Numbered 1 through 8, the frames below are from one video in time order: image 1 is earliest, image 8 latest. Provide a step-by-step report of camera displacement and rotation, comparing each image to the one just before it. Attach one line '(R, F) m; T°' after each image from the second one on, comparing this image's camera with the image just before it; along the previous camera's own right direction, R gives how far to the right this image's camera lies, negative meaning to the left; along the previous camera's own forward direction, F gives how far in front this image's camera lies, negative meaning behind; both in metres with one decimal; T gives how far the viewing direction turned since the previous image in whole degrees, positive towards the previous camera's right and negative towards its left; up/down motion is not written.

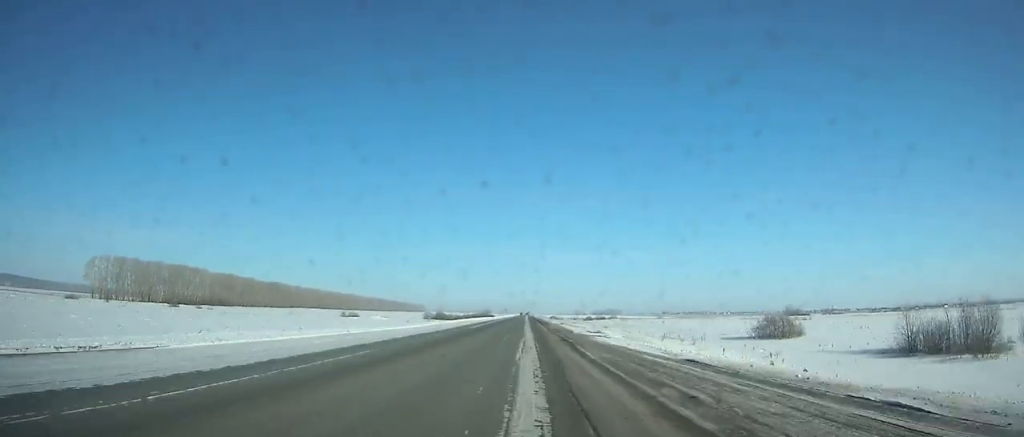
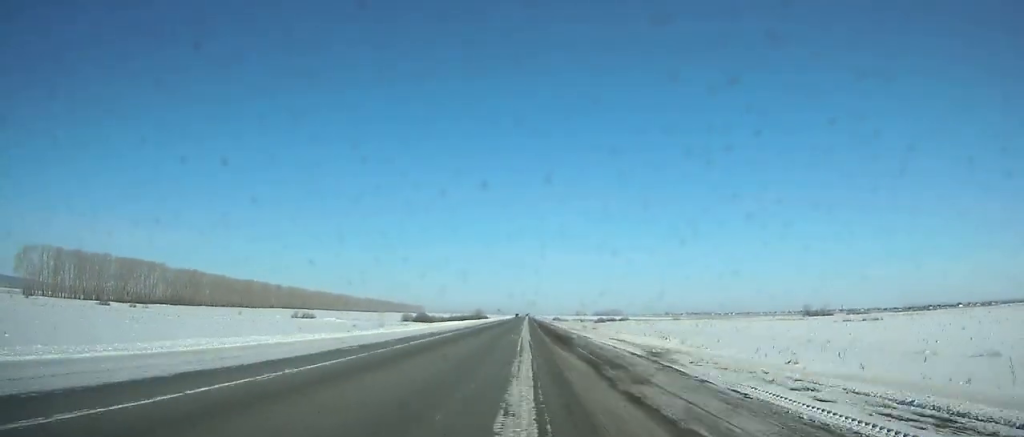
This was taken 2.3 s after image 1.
(0.0, +53.9) m; 0°
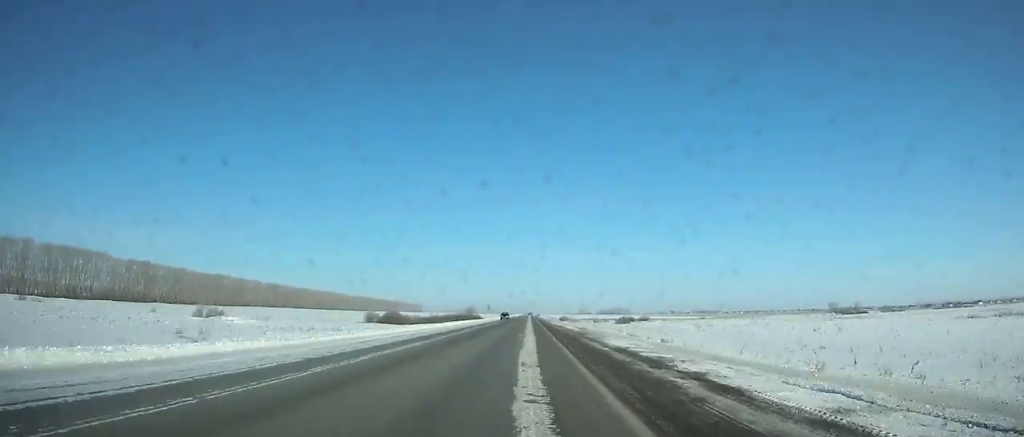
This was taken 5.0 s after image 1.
(-0.1, +64.0) m; 0°
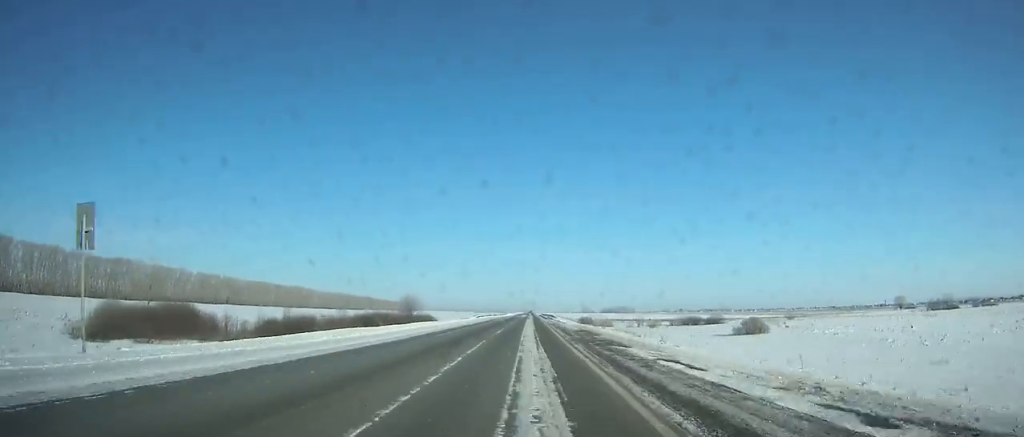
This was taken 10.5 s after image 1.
(-0.2, +131.1) m; 0°
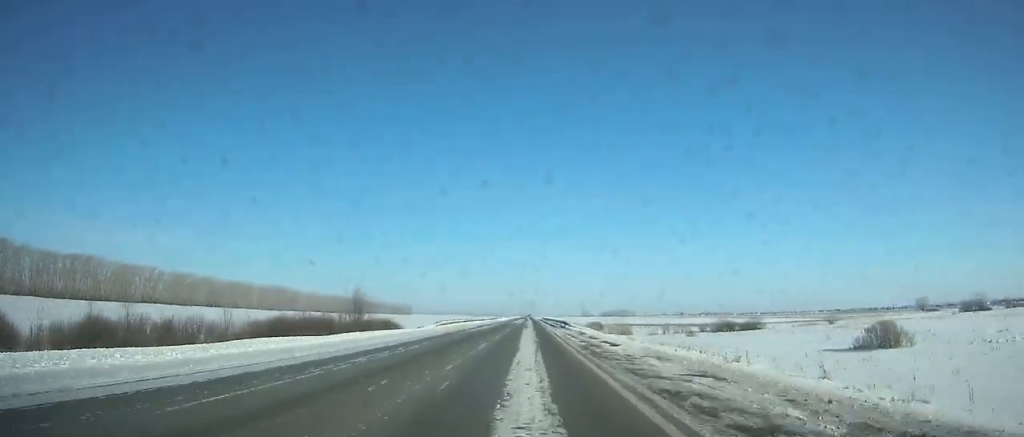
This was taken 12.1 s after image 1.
(0.0, +38.2) m; 0°
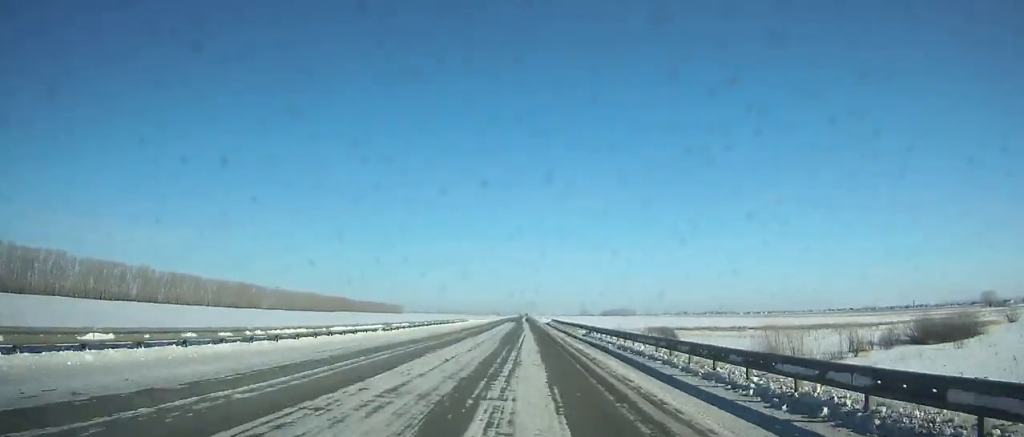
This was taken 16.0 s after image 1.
(+0.1, +93.2) m; 0°
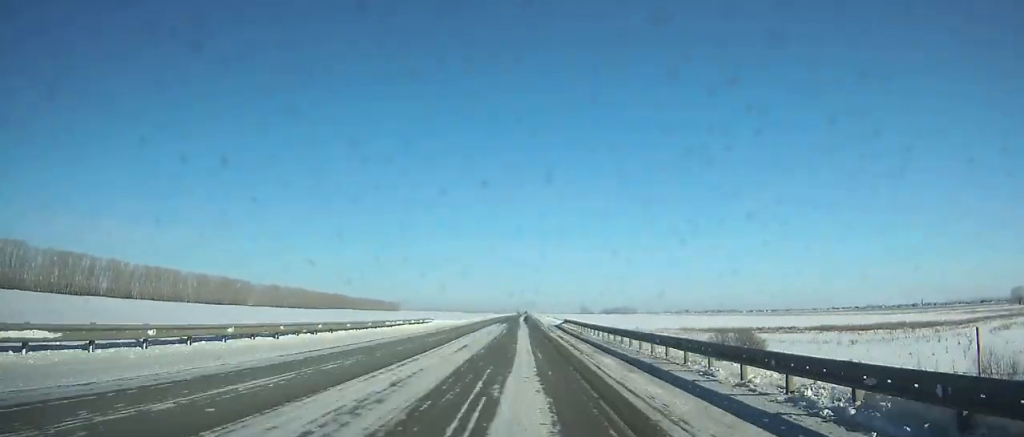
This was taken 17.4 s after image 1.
(0.0, +33.6) m; 0°
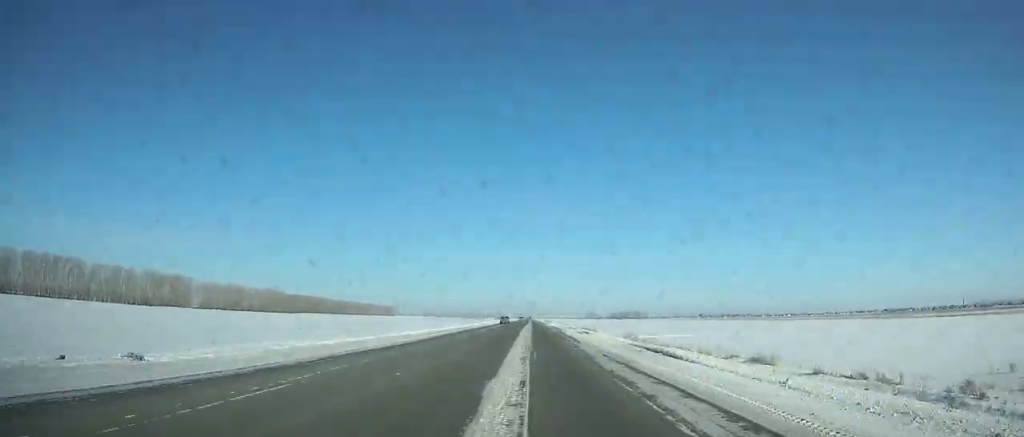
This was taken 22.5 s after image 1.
(+0.1, +123.5) m; 0°
